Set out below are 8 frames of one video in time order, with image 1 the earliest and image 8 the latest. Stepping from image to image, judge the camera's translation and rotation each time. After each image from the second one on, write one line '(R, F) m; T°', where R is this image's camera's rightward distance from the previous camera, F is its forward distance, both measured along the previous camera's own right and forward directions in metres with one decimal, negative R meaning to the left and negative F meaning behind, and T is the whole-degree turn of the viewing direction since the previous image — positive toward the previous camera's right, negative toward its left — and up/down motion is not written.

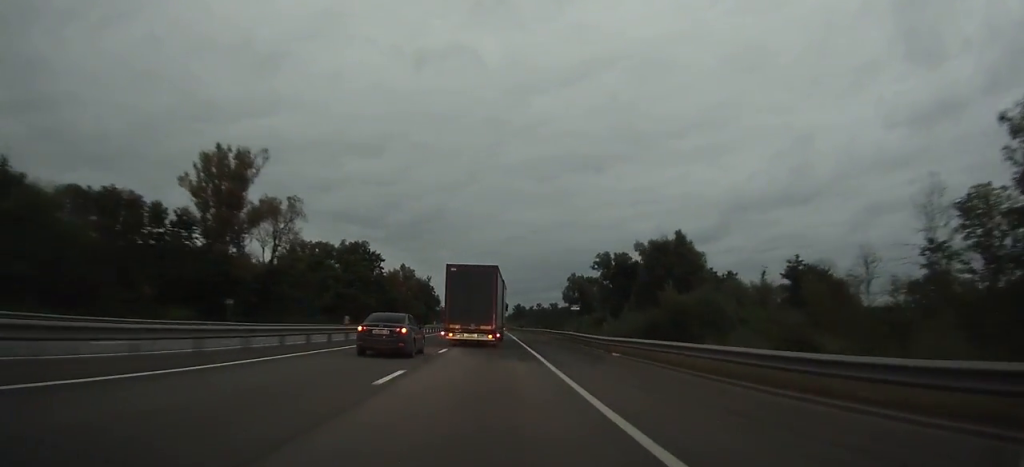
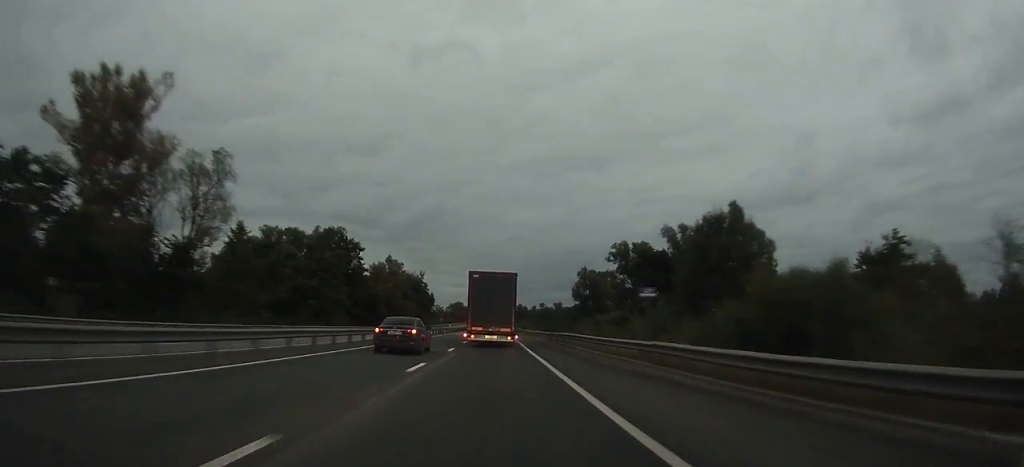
(-0.2, +20.4) m; 0°
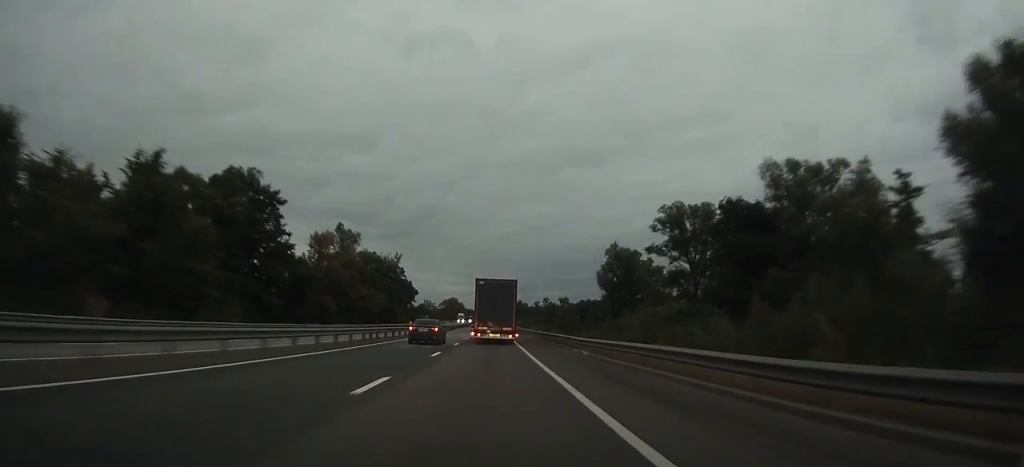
(0.0, +41.0) m; 0°
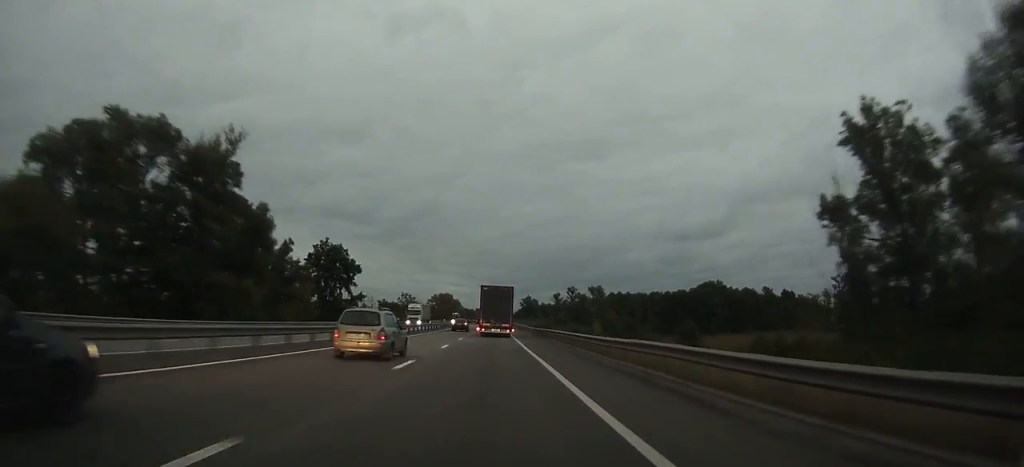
(-0.4, +91.4) m; 0°
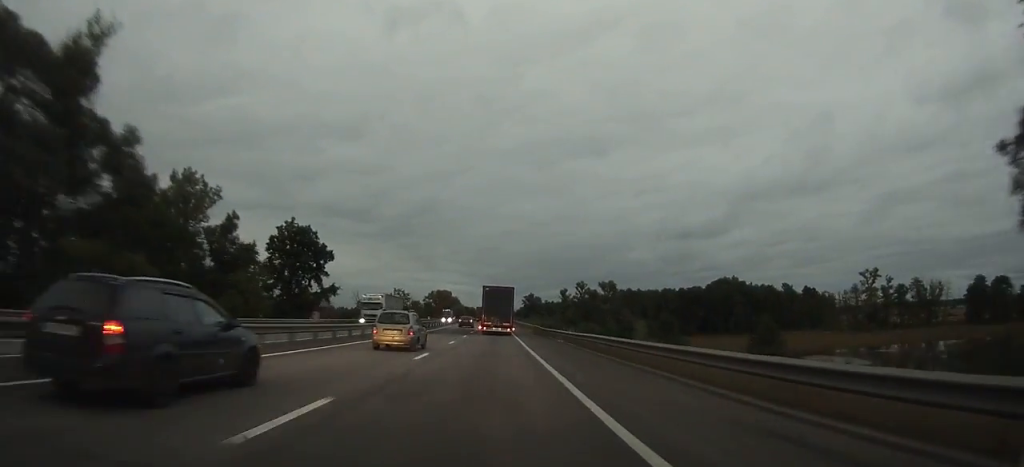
(0.0, +20.6) m; 0°
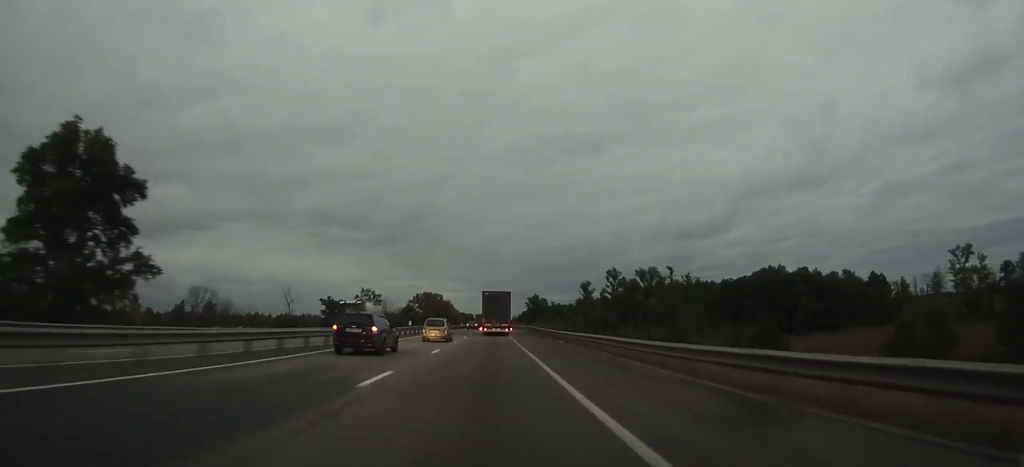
(+0.1, +54.5) m; 0°
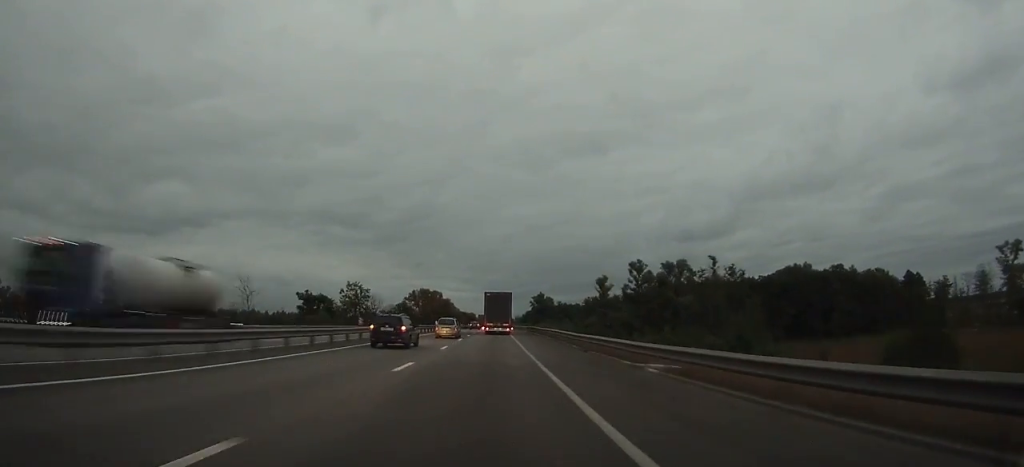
(0.0, +20.6) m; 0°
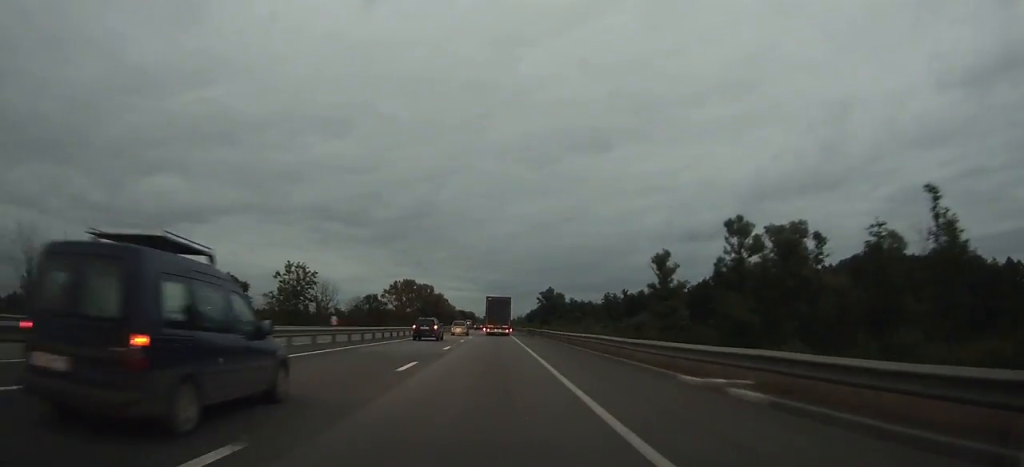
(-0.1, +48.3) m; 0°
